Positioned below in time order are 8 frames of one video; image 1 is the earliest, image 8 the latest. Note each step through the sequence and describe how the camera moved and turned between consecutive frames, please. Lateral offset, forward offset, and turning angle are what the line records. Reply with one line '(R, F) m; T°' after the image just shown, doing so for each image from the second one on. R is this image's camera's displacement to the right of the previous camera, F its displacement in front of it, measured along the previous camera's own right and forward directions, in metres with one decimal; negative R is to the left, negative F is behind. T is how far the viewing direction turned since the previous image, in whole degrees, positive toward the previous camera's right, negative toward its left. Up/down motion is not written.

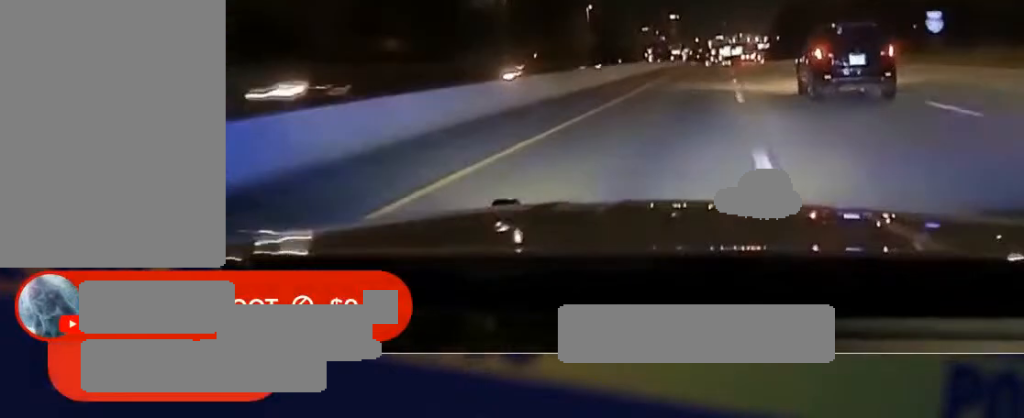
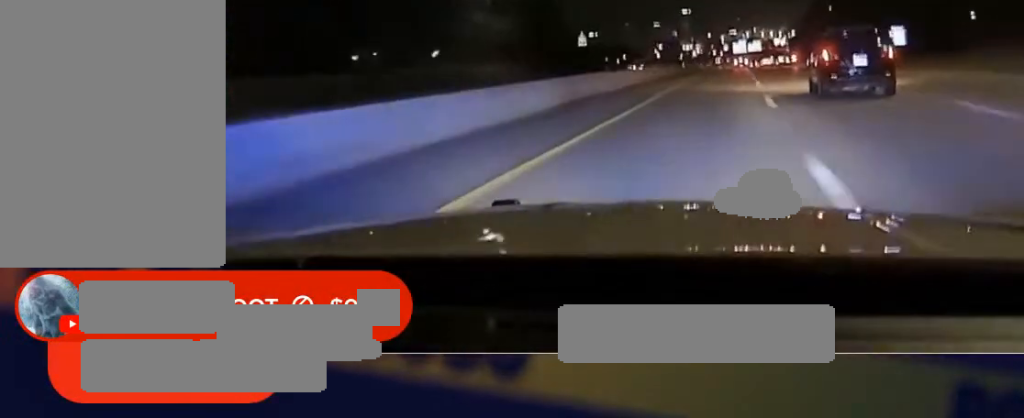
(-0.4, +89.7) m; 0°
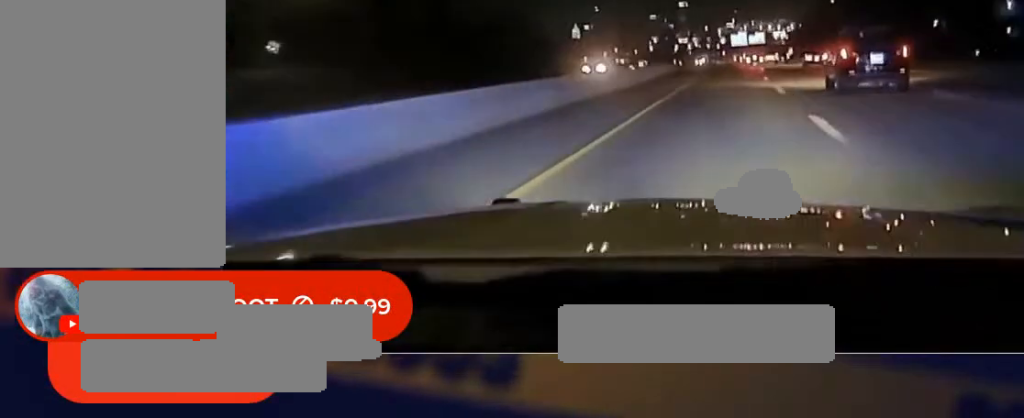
(+0.2, +49.1) m; 0°
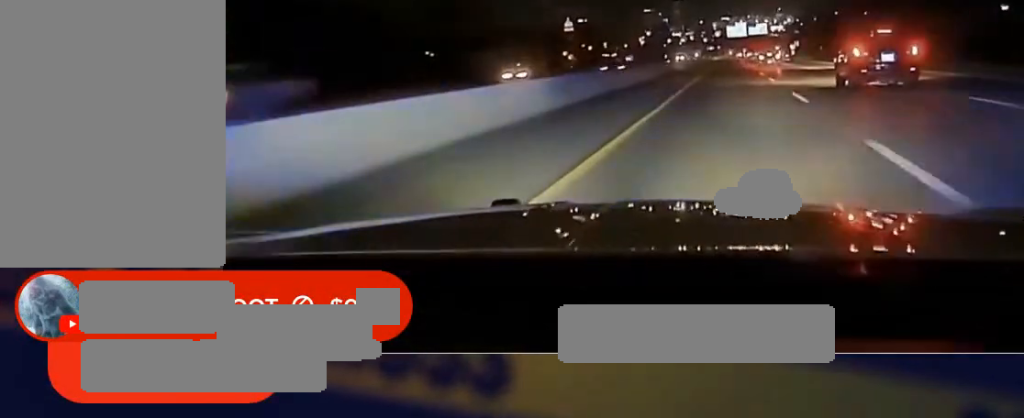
(+0.1, +40.8) m; 0°
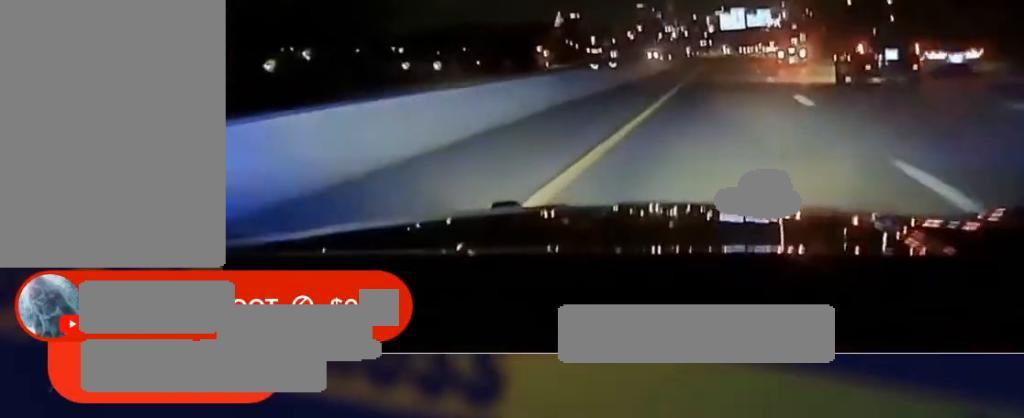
(0.0, +30.5) m; 0°
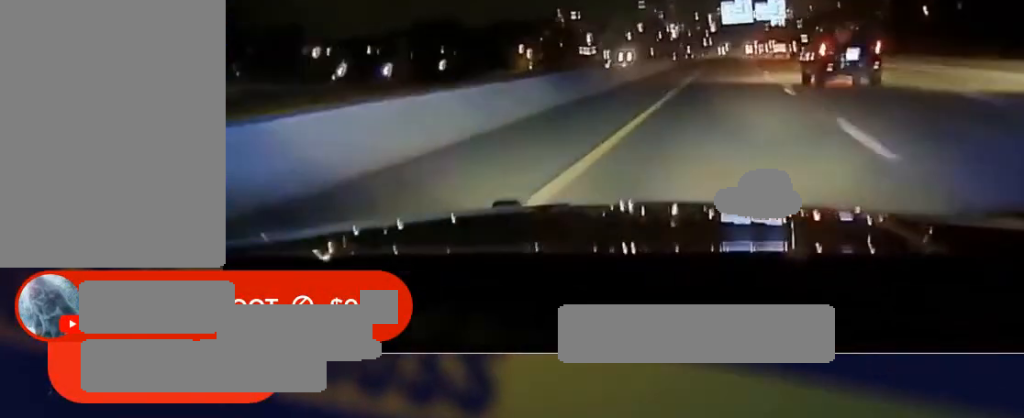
(0.0, +27.0) m; 0°
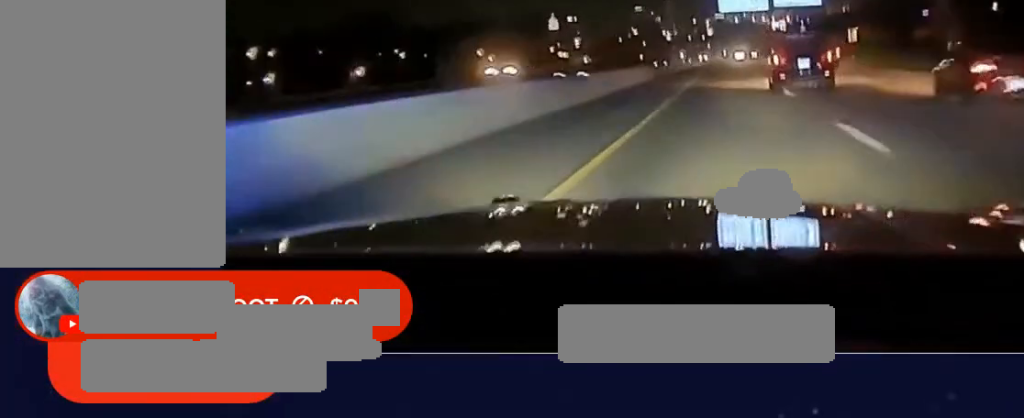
(0.0, +37.3) m; 0°
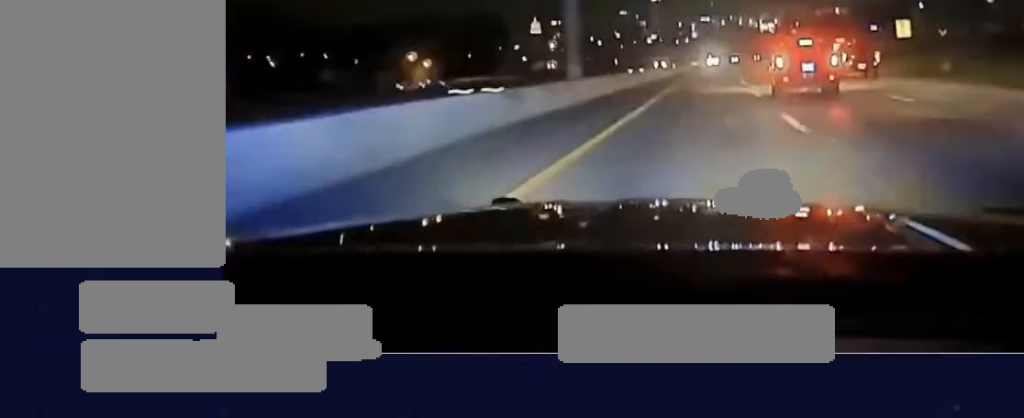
(0.0, +41.5) m; +1°
